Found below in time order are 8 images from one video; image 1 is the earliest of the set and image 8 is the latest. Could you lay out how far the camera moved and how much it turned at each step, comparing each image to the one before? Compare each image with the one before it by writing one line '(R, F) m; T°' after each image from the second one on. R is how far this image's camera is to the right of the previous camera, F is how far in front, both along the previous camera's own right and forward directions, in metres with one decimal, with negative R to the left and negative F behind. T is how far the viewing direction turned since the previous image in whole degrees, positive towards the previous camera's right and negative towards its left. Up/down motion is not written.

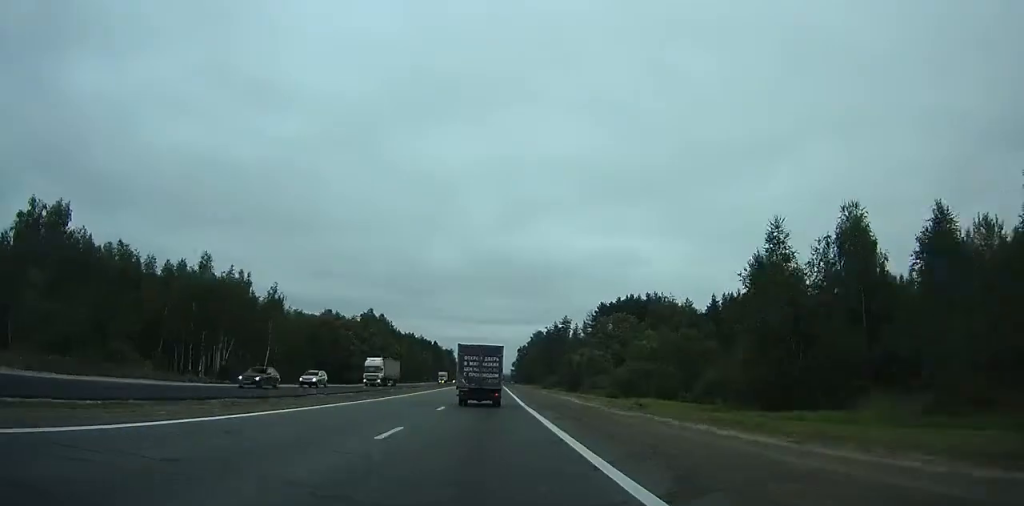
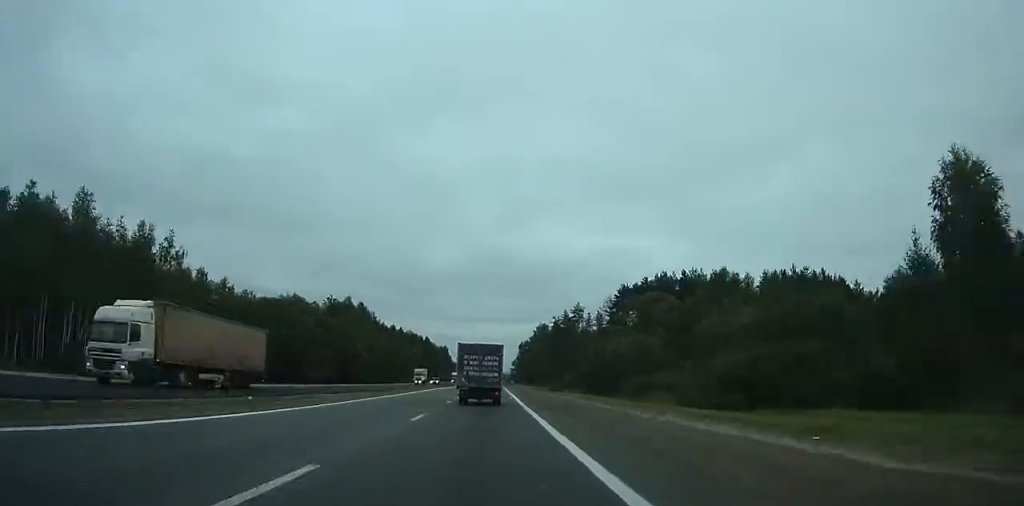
(+0.2, +30.7) m; 0°
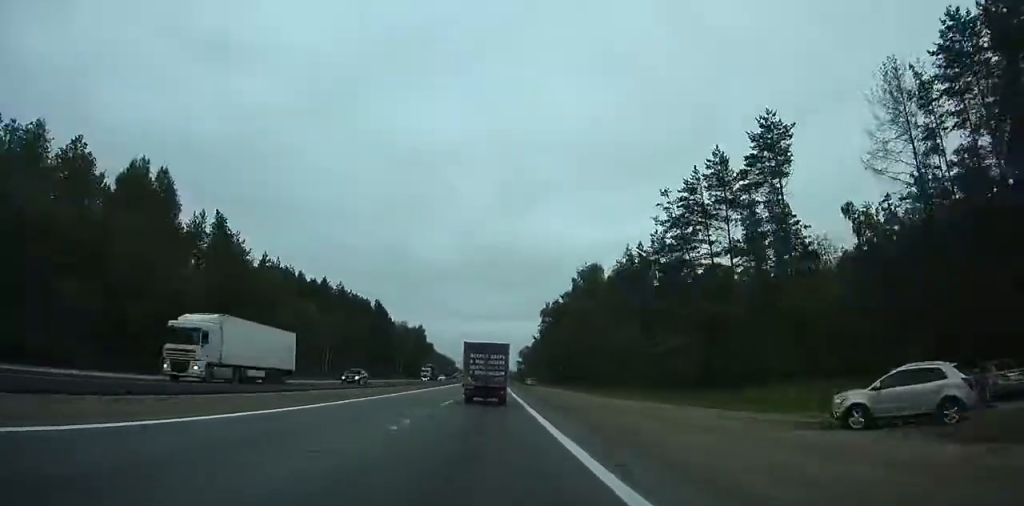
(+0.9, +111.8) m; +2°
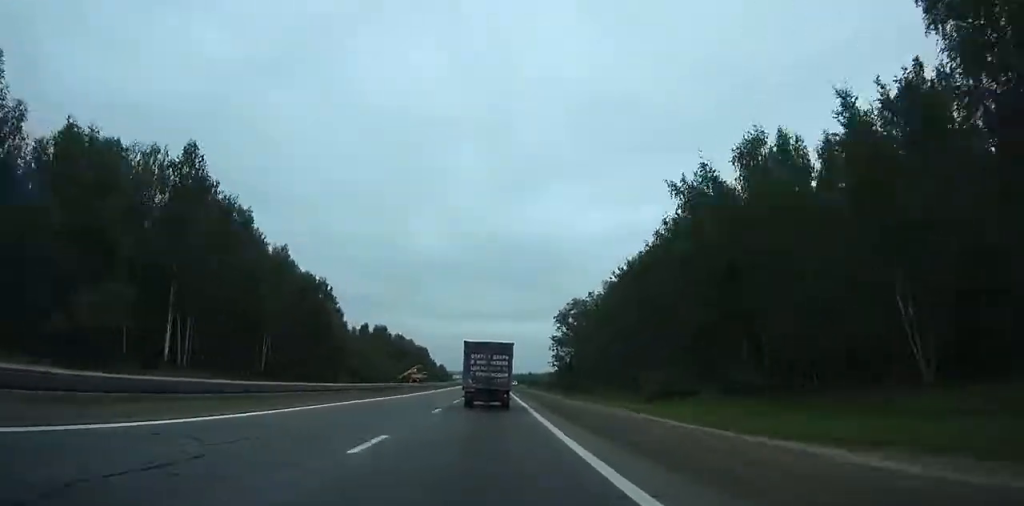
(-0.2, +173.0) m; -1°
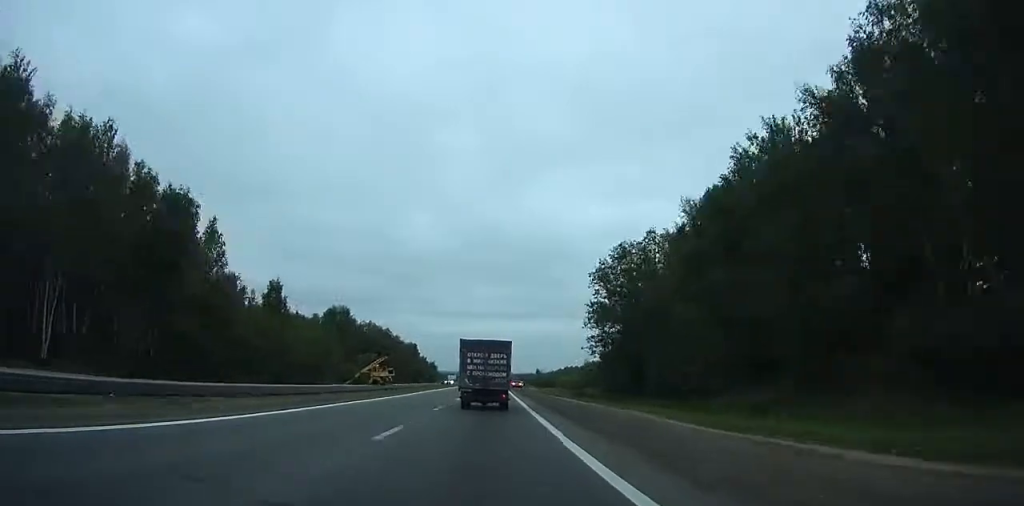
(0.0, +45.5) m; 0°
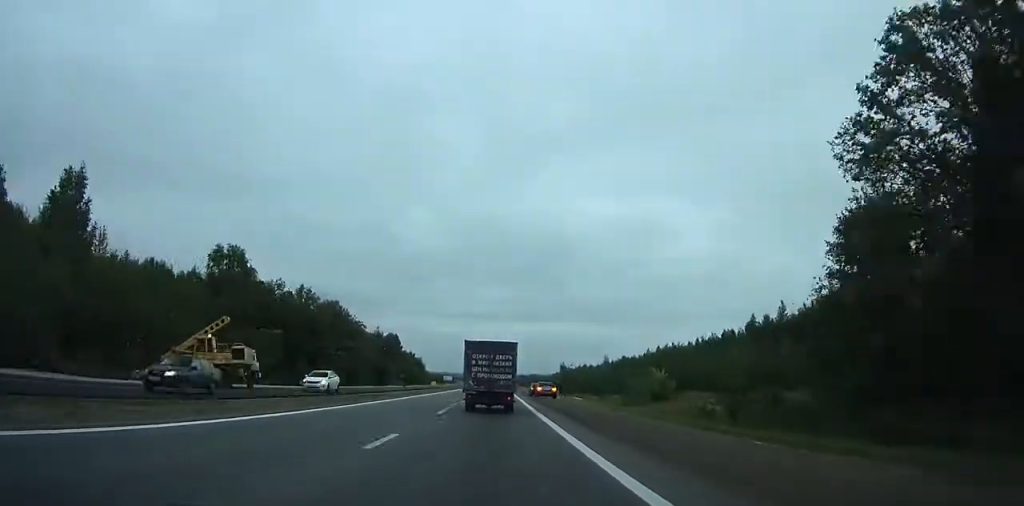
(-0.2, +59.6) m; 0°
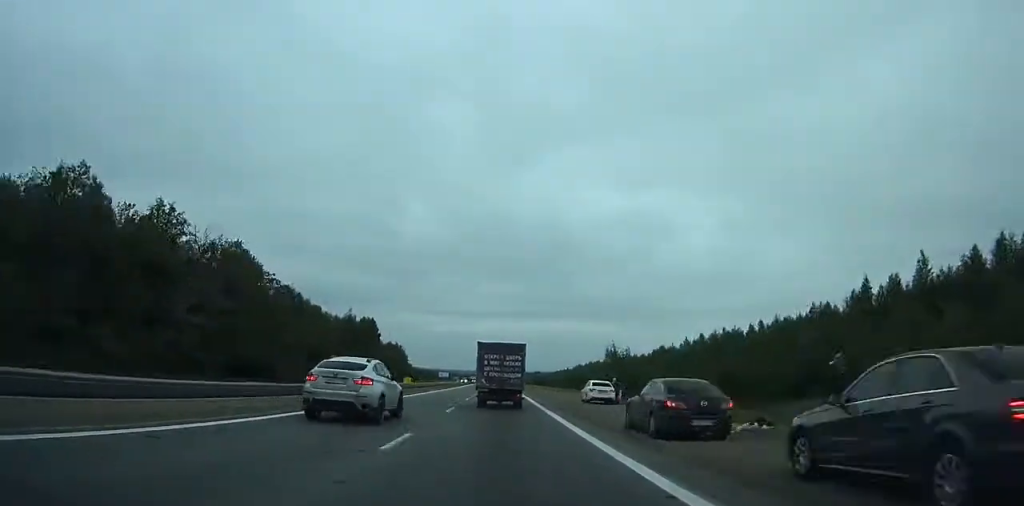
(0.0, +50.3) m; 0°
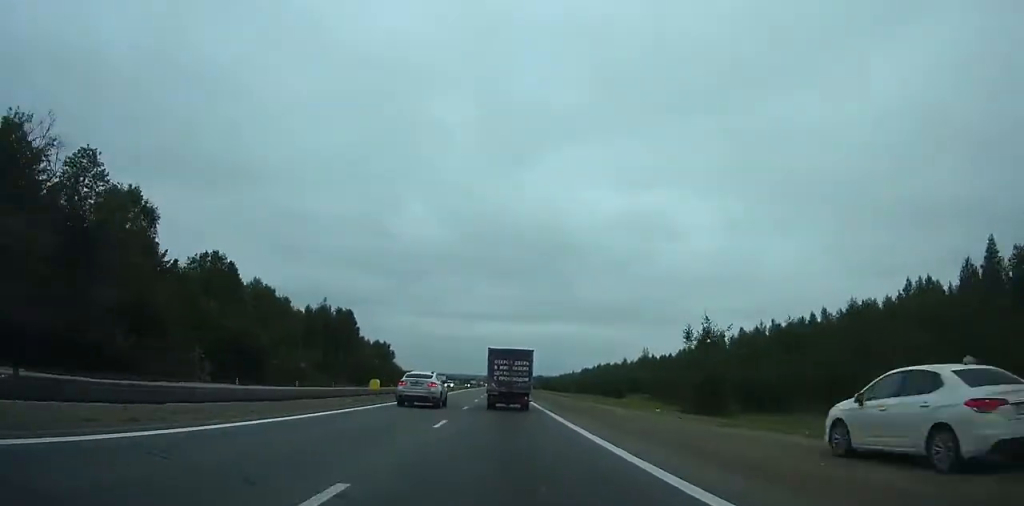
(0.0, +31.3) m; 0°
